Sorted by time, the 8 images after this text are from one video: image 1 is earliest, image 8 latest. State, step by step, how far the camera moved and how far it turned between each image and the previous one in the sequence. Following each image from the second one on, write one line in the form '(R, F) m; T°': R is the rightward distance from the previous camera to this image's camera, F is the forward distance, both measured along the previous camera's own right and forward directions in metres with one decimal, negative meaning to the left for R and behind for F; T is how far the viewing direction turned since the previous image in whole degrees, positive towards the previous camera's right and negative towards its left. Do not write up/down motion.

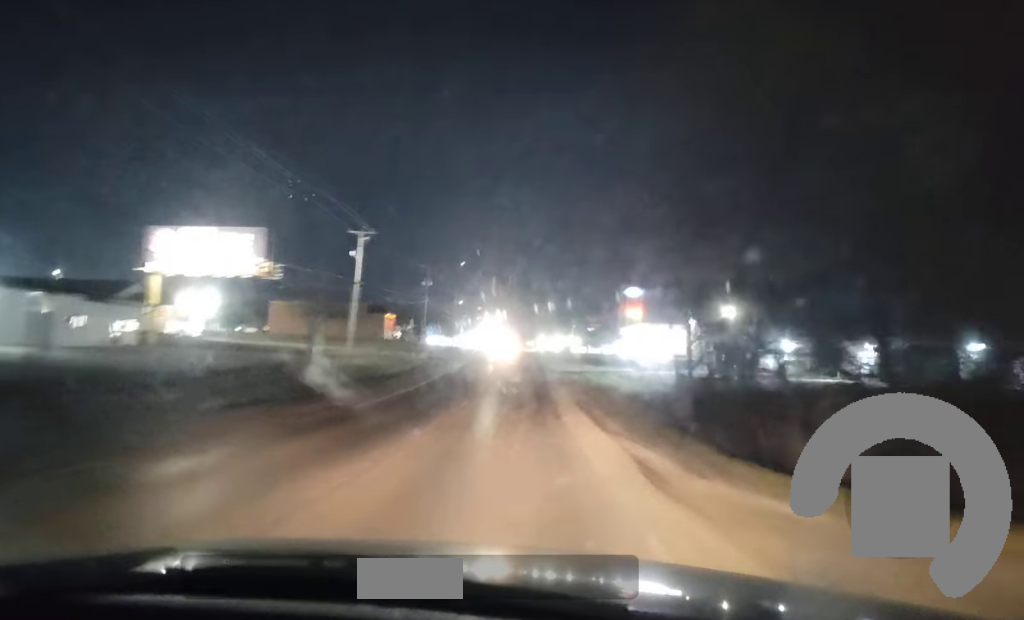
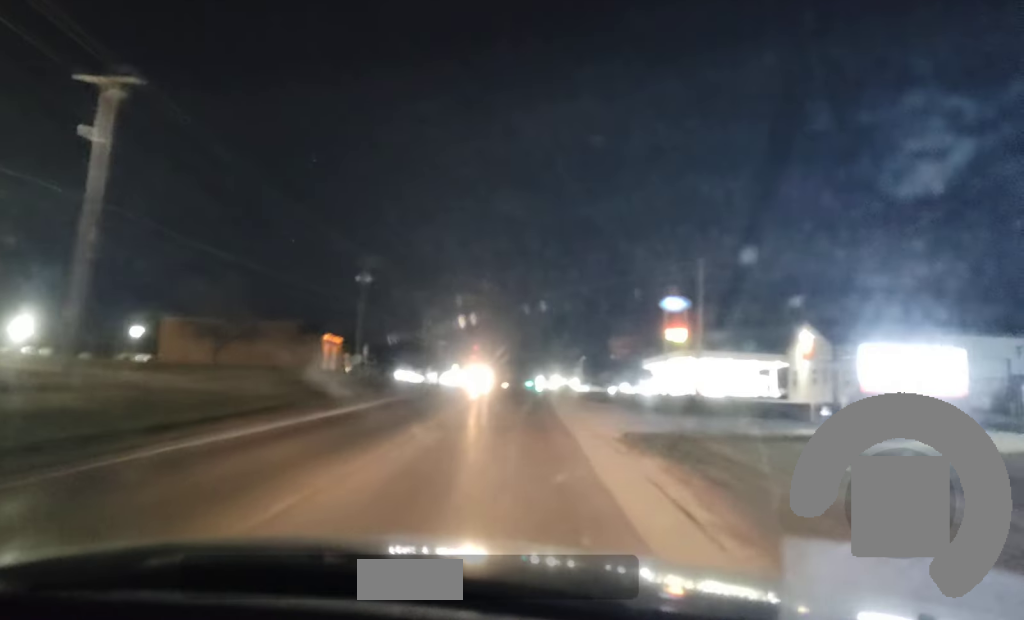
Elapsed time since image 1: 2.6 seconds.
(-0.5, +45.0) m; -1°
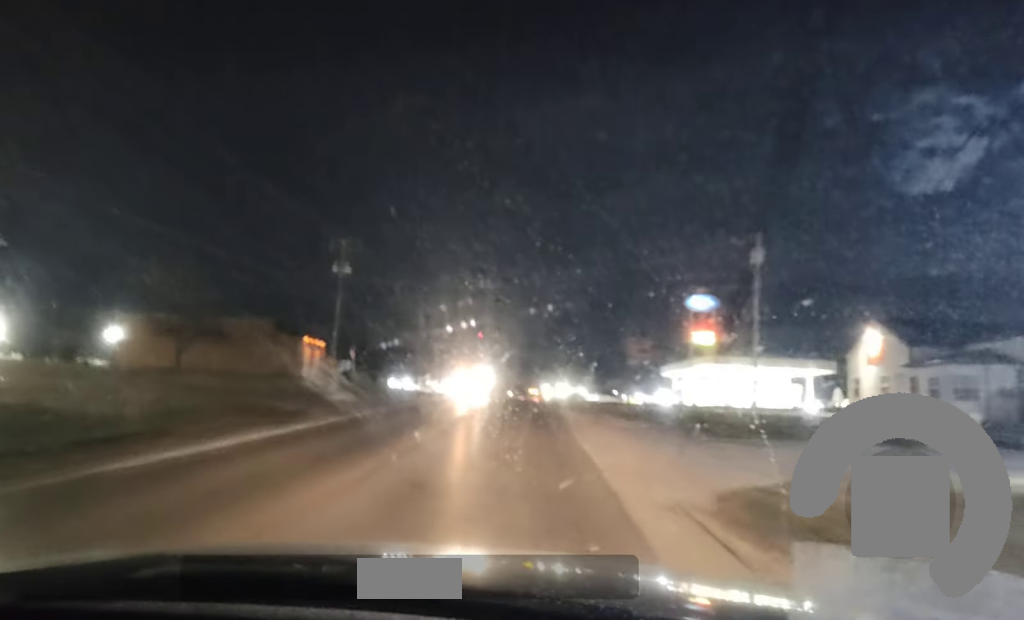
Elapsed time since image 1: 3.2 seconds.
(0.0, +9.9) m; -1°
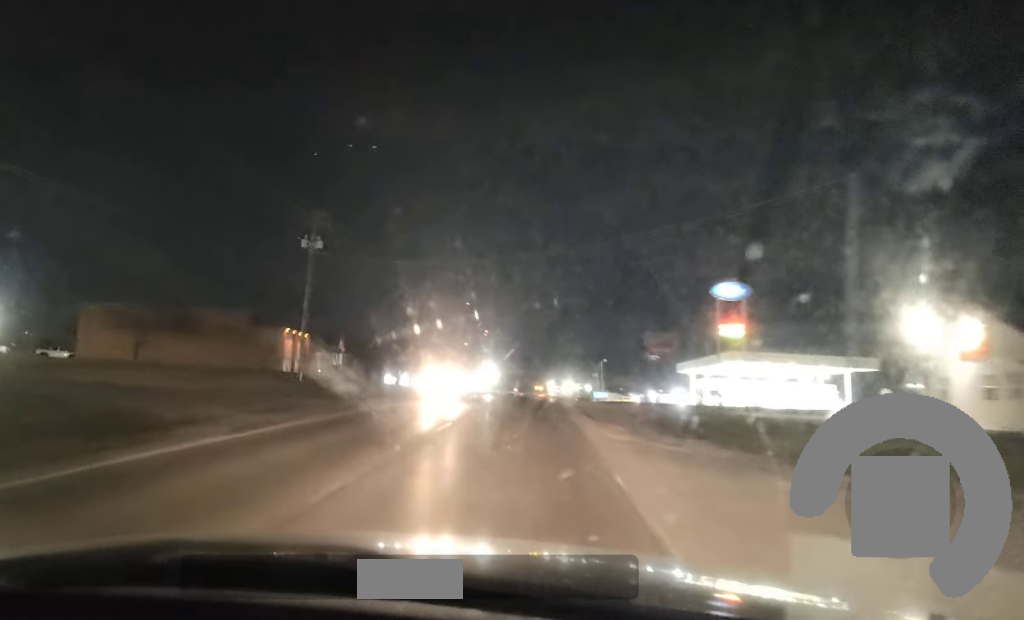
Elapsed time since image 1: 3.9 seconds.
(-0.1, +11.4) m; 0°
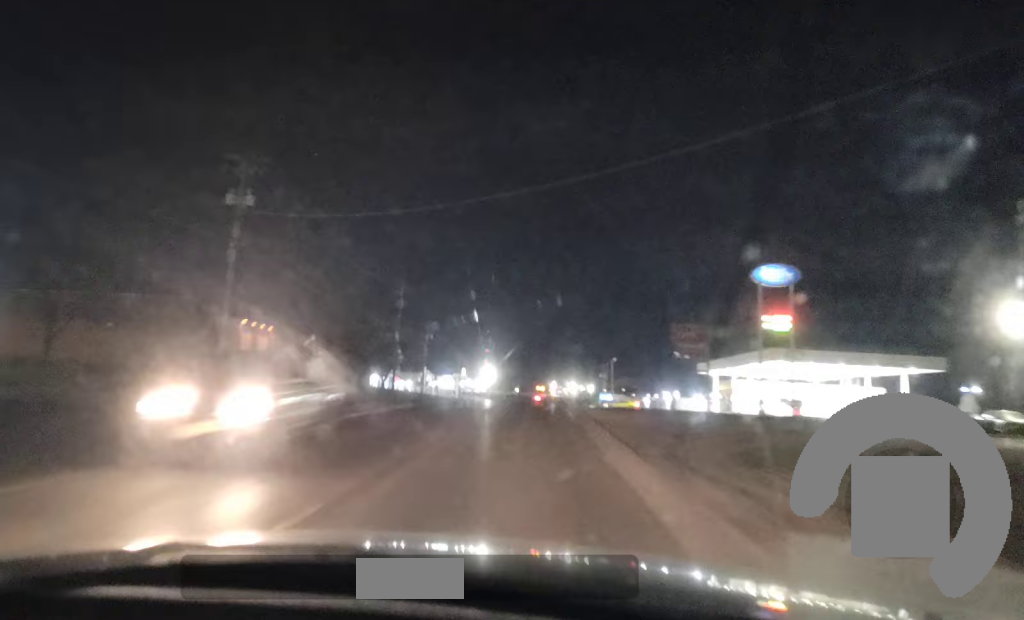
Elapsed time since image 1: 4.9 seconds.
(-0.1, +14.6) m; 0°
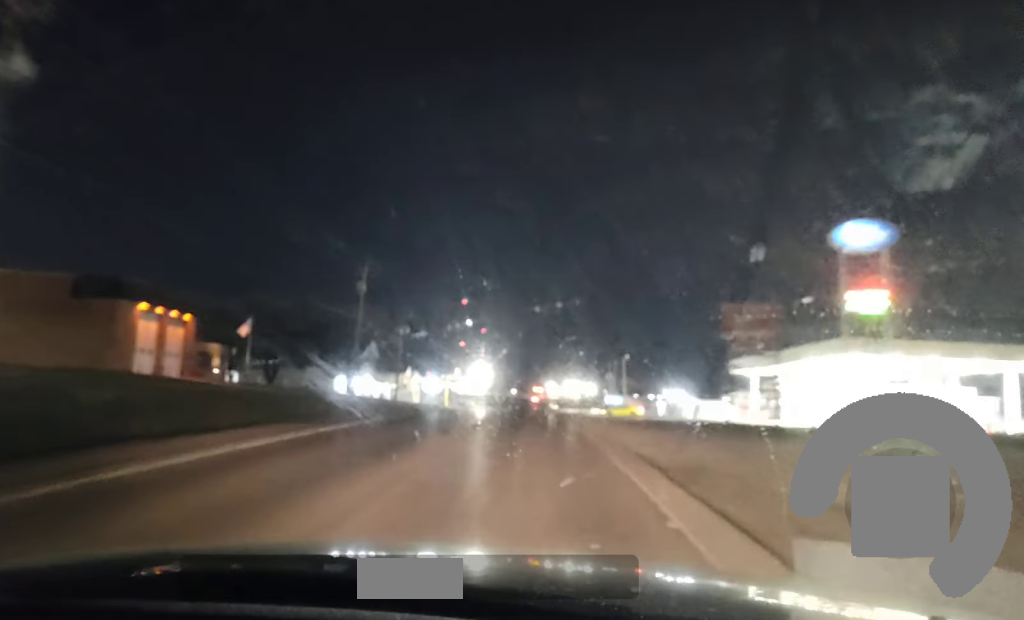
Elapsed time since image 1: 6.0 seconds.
(+0.2, +18.5) m; +1°
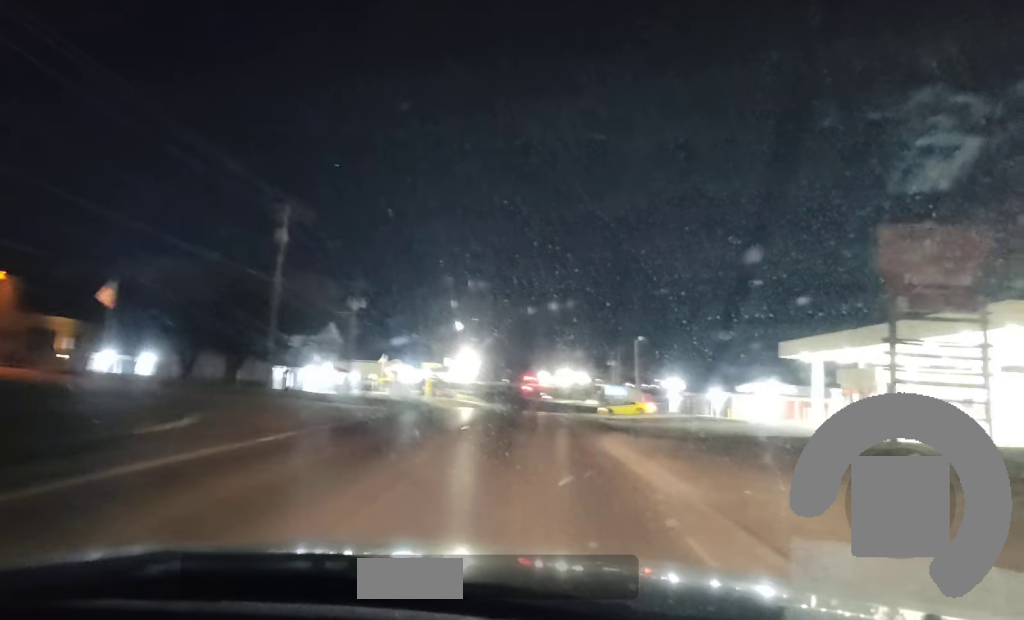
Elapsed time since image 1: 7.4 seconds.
(0.0, +22.9) m; 0°
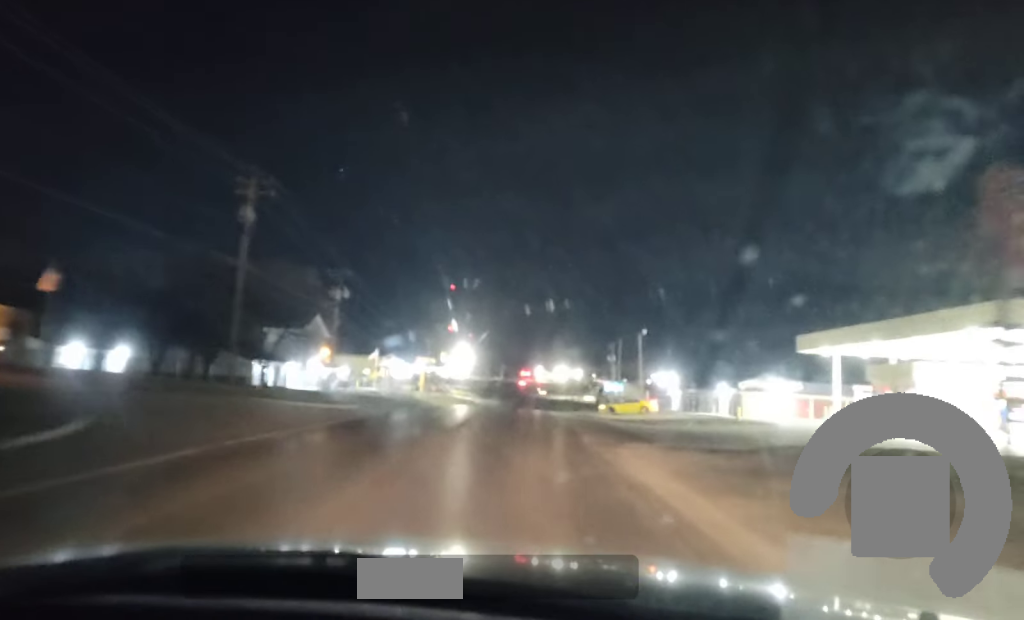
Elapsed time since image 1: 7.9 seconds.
(0.0, +6.2) m; 0°
